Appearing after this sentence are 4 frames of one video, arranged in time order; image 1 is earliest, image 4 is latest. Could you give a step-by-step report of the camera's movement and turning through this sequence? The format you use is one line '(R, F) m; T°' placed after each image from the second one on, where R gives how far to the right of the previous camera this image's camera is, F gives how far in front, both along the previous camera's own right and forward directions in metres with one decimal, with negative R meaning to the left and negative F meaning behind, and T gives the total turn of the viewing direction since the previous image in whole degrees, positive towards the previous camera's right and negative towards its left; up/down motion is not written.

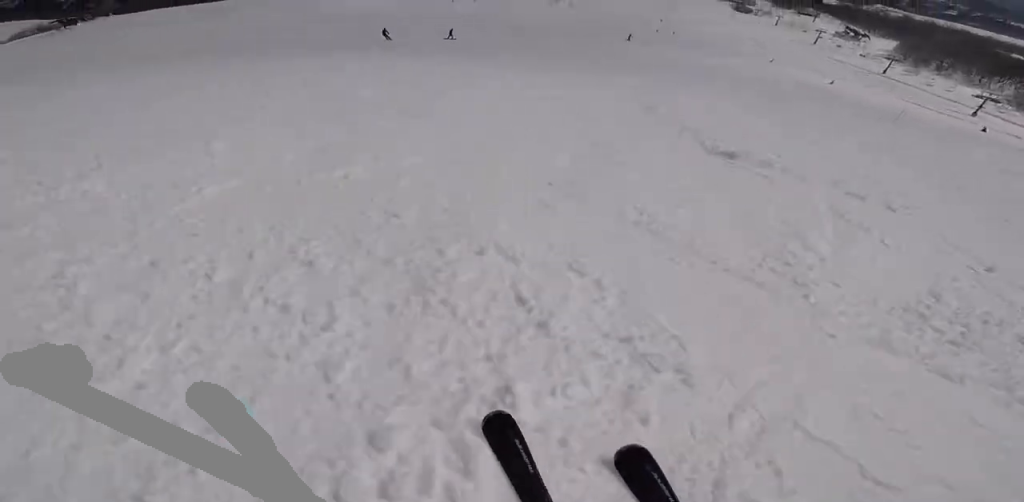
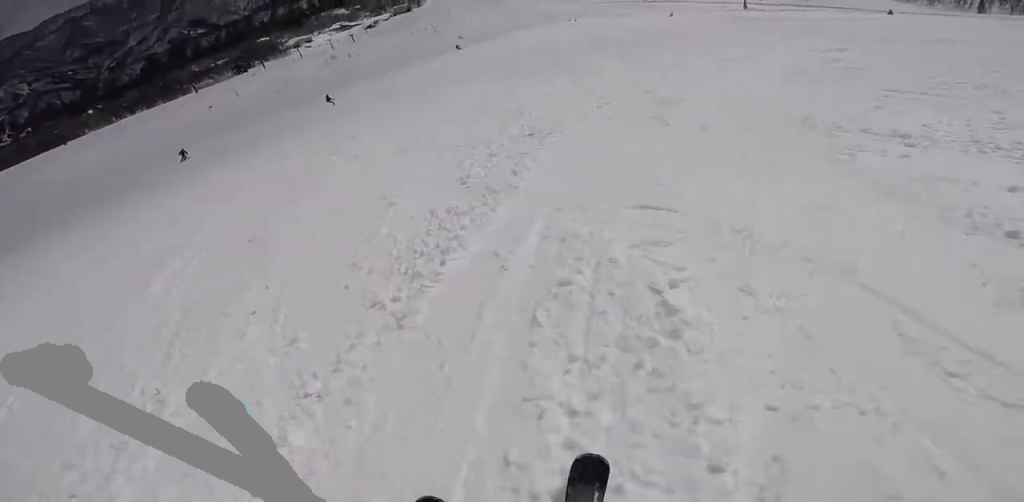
(+2.7, +13.3) m; +19°
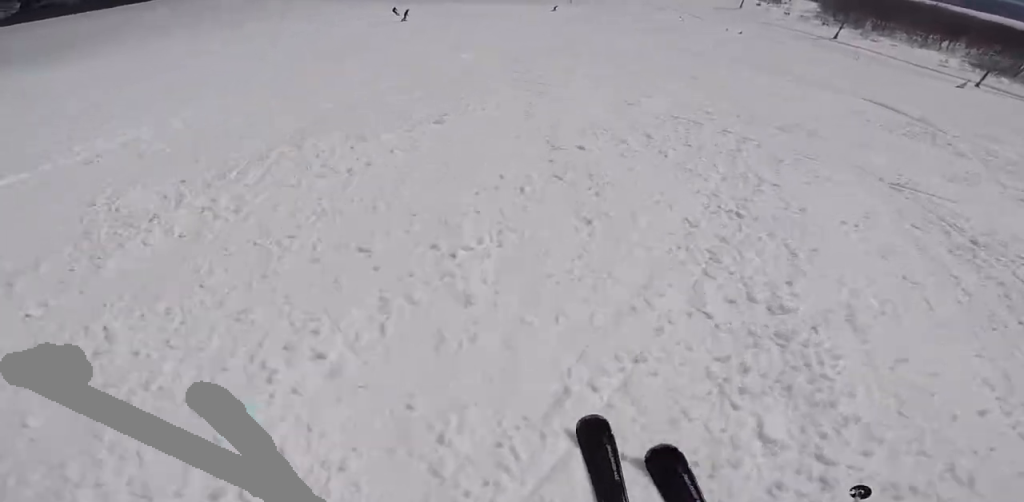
(+1.4, +23.9) m; -6°
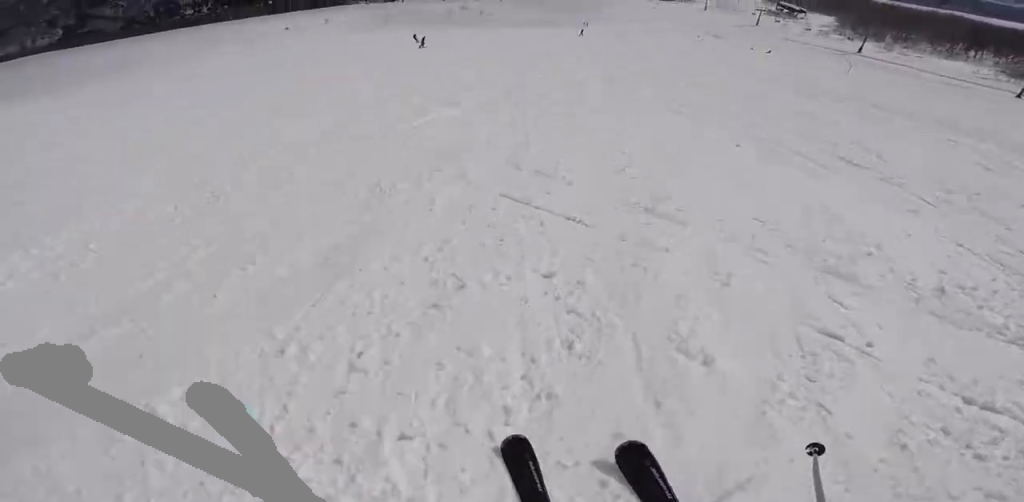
(-0.3, +3.8) m; -2°
